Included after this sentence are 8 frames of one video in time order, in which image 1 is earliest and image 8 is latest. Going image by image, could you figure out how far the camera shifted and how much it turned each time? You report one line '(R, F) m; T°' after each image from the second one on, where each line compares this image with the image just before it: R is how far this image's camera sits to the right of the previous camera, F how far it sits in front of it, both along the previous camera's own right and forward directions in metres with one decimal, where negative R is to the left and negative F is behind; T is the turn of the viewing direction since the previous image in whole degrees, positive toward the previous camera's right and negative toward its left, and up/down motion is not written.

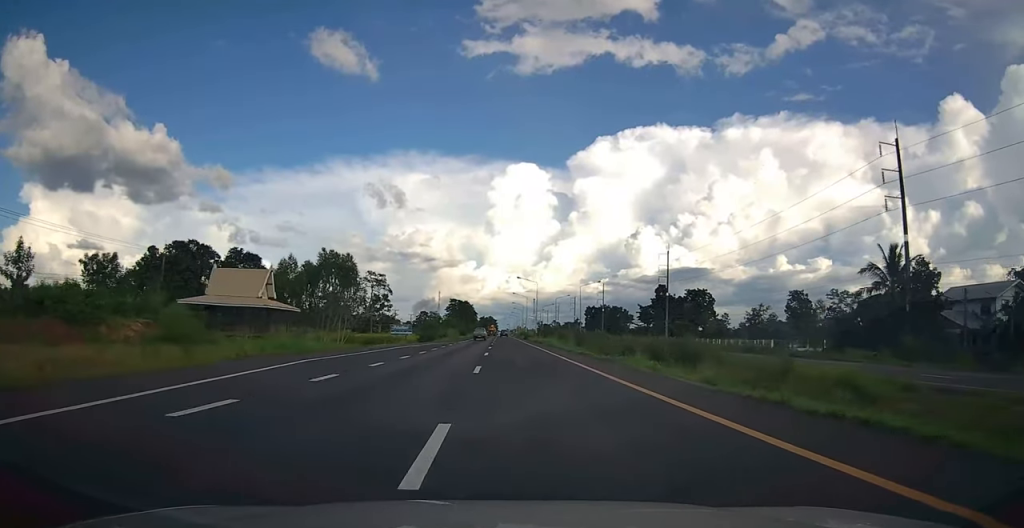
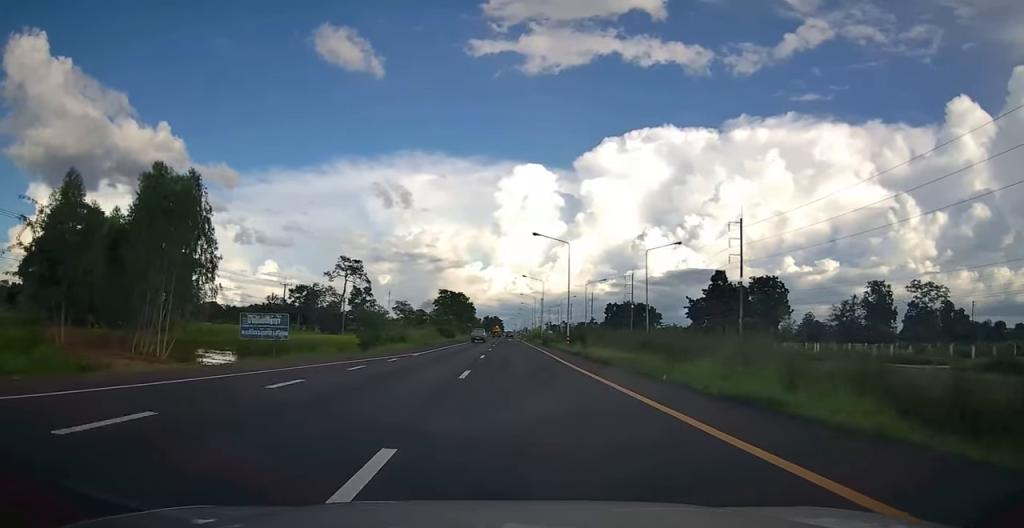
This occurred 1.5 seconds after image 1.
(+0.1, +37.3) m; 0°
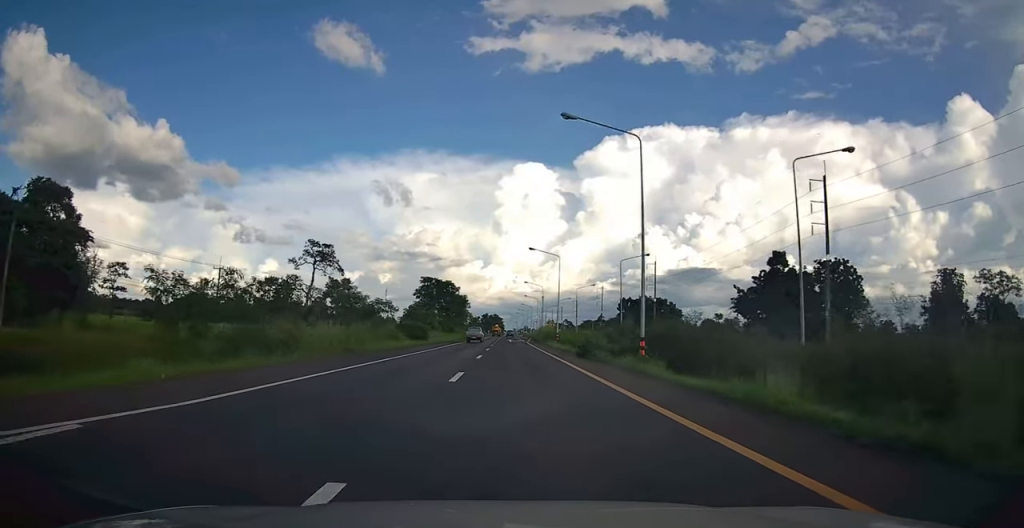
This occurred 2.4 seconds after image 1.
(-0.2, +25.2) m; 0°
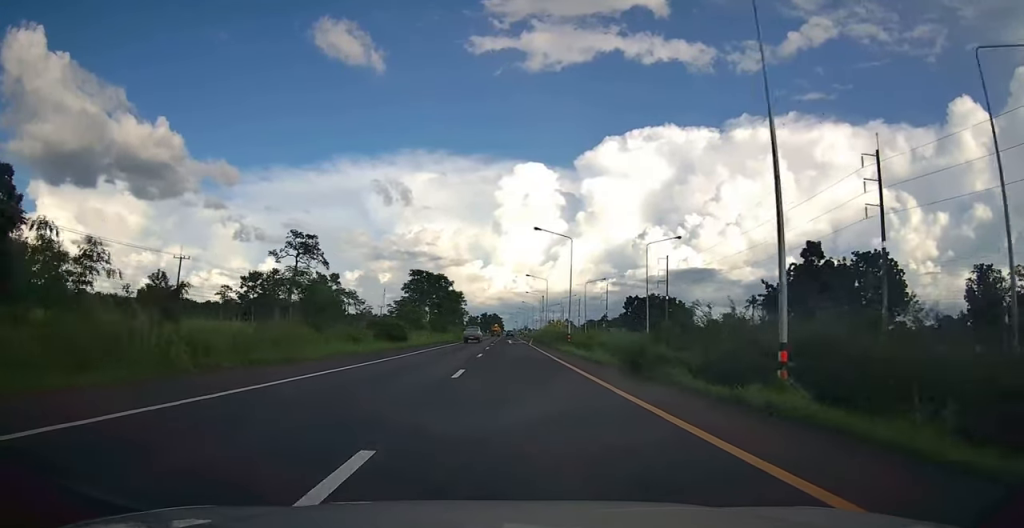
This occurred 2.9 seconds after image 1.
(+0.1, +10.6) m; 0°
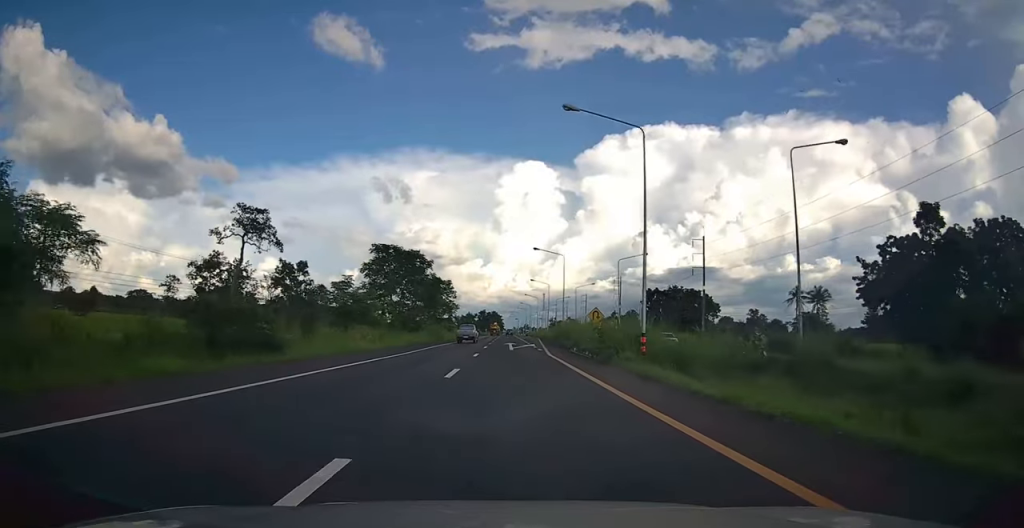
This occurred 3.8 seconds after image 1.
(0.0, +24.4) m; 0°
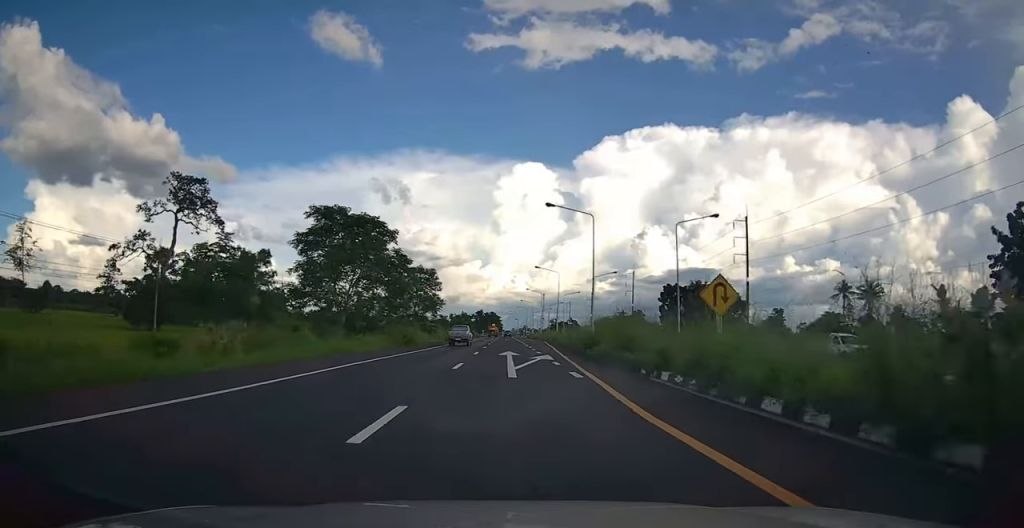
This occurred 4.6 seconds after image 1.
(-0.1, +20.2) m; 0°
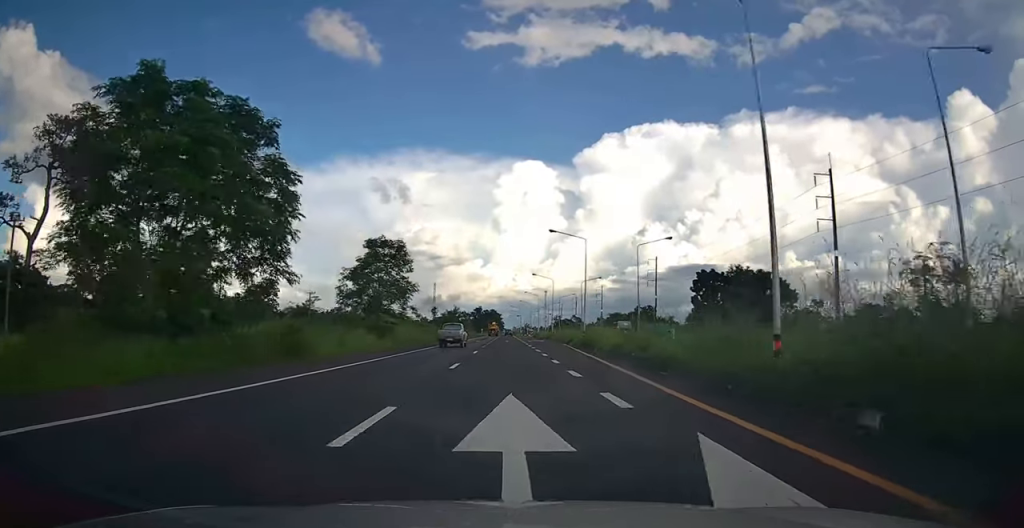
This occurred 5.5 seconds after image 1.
(0.0, +24.4) m; 0°
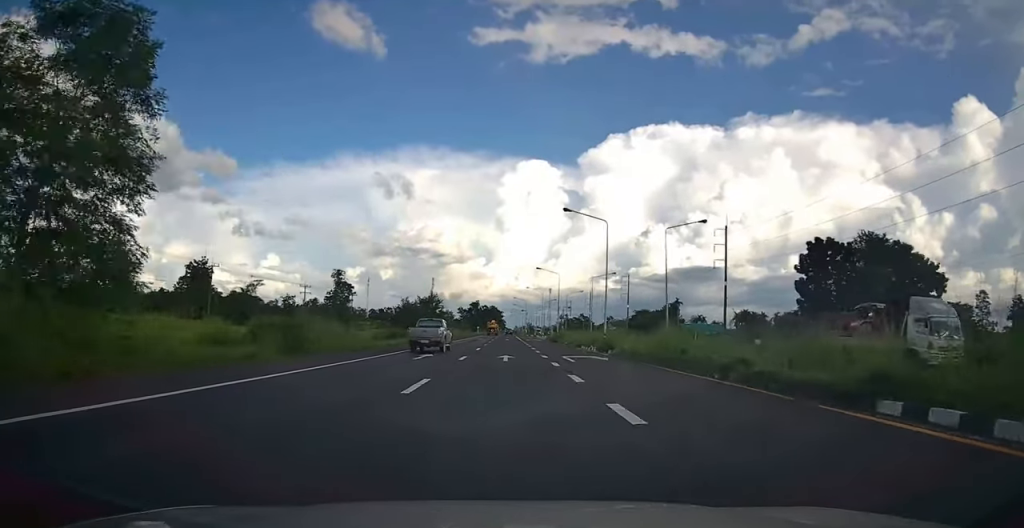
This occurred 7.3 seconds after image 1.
(+0.1, +43.8) m; 0°
